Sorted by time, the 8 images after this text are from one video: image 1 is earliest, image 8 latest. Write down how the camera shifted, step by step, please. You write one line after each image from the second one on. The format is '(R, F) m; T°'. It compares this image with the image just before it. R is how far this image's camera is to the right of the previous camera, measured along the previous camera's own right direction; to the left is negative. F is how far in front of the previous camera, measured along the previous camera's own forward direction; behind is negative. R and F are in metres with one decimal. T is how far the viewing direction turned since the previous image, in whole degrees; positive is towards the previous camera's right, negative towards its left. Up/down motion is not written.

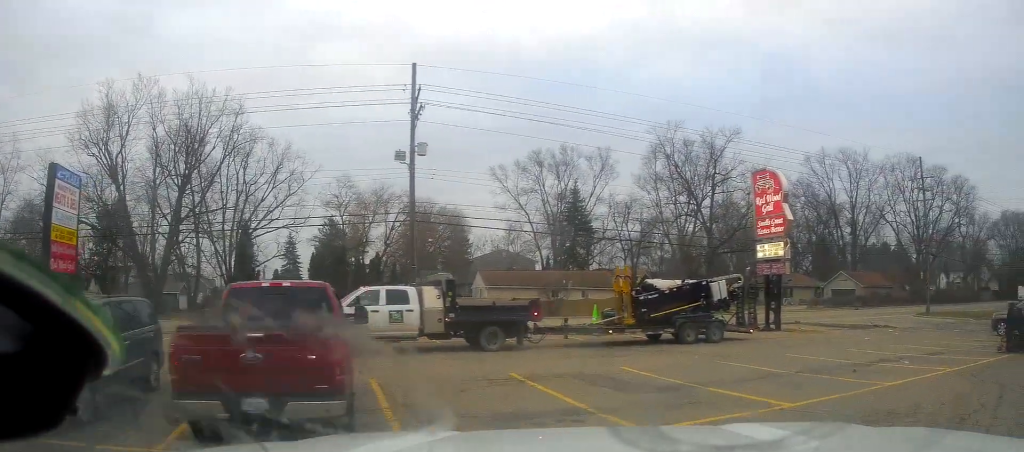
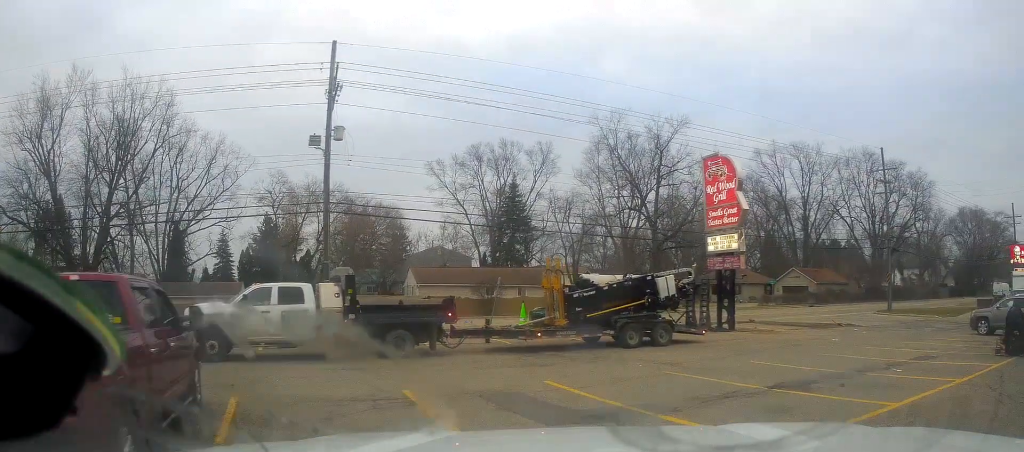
(-0.3, +2.8) m; +3°
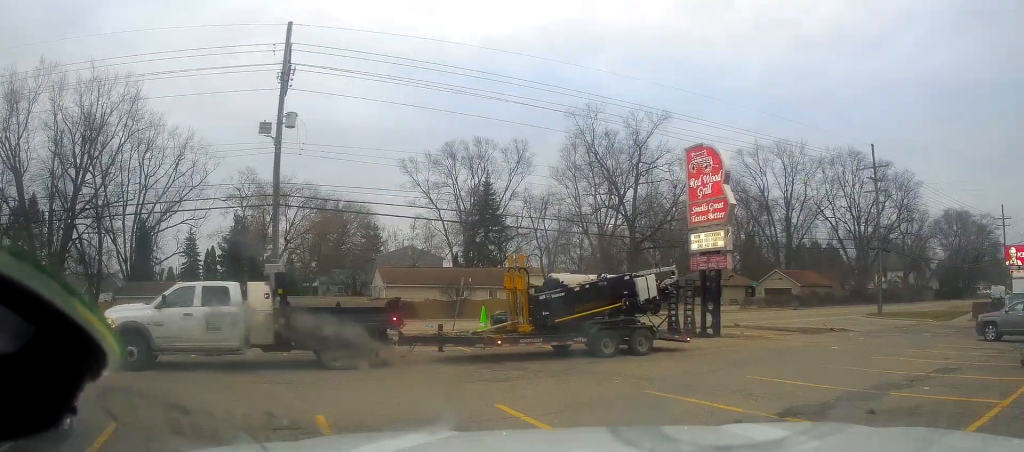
(-0.2, +2.2) m; +4°
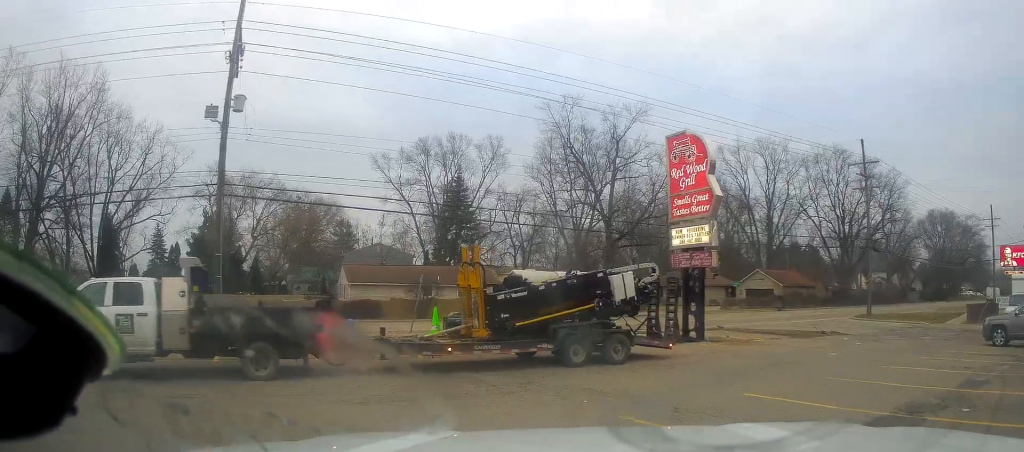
(+0.4, +2.1) m; +8°
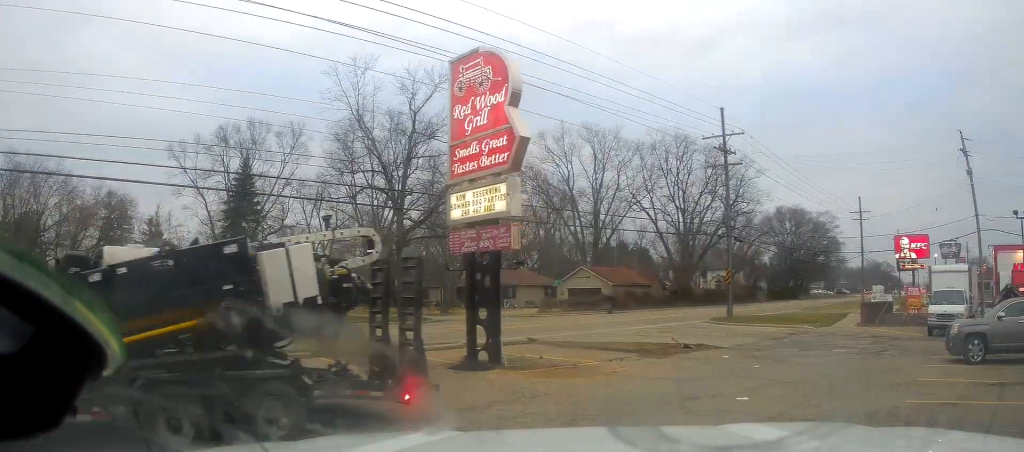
(+1.0, +8.6) m; +11°
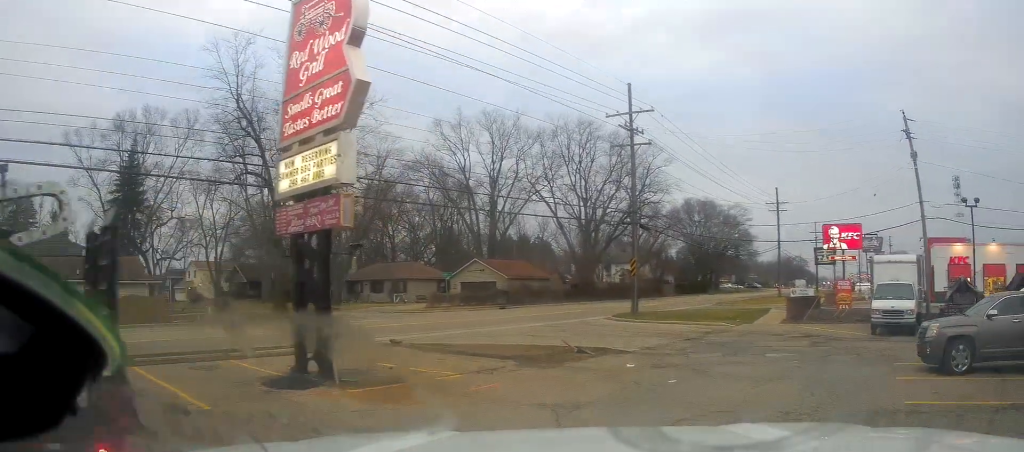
(0.0, +3.5) m; +8°
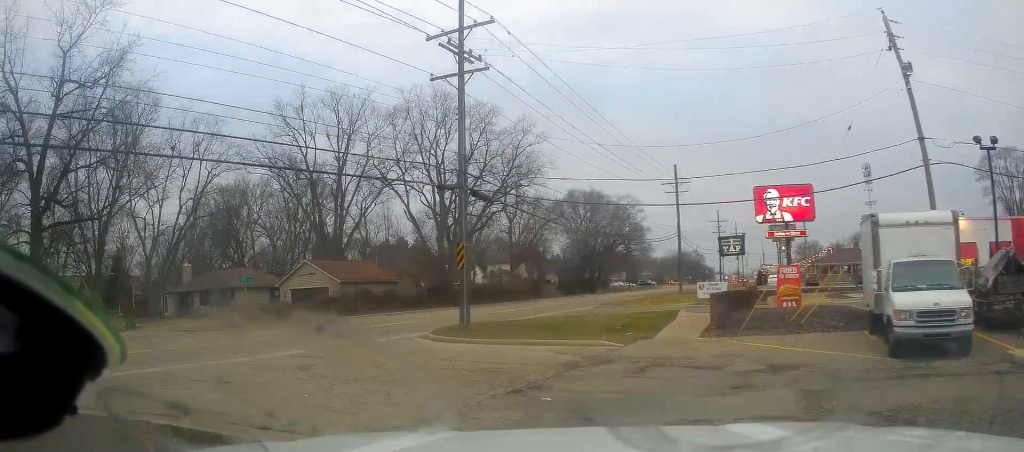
(+2.2, +11.8) m; +6°
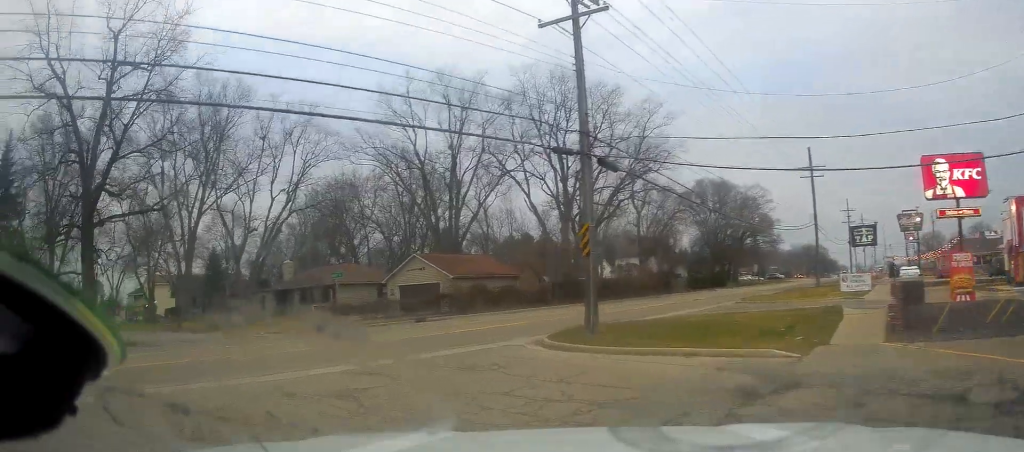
(-0.2, +4.1) m; -13°
